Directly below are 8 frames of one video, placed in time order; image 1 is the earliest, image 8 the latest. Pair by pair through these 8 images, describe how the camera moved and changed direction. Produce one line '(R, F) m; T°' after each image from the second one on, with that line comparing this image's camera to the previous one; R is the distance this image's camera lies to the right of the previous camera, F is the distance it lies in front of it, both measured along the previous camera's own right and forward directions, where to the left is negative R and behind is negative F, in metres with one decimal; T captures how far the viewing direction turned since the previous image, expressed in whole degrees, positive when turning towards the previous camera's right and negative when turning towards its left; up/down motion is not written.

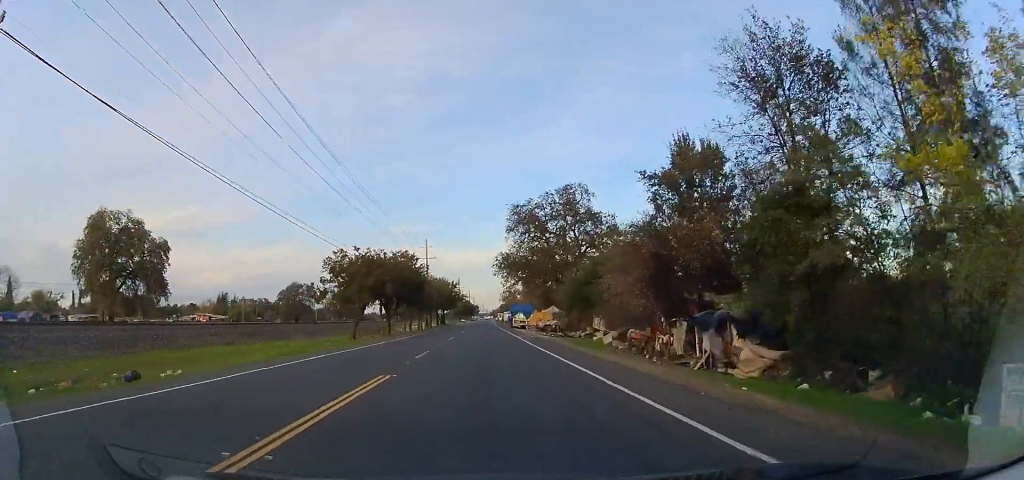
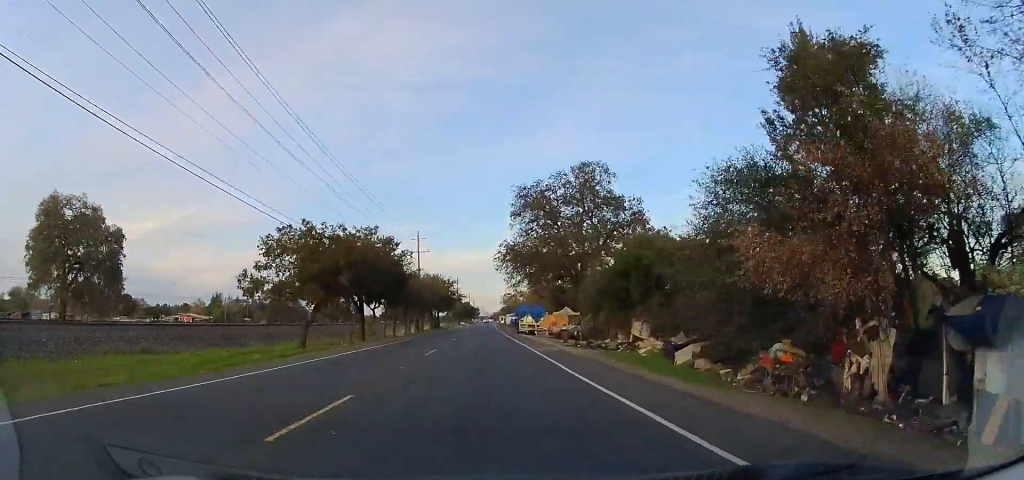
(+0.3, +12.1) m; +1°
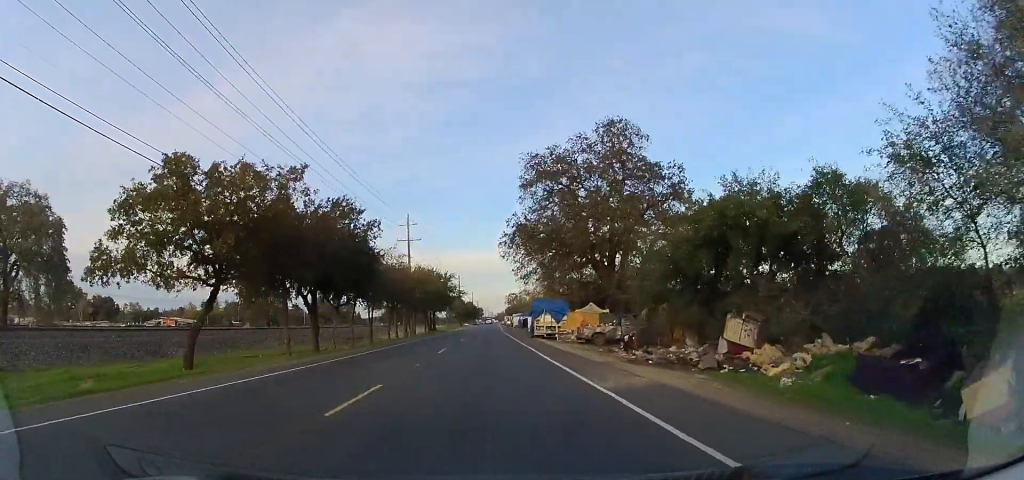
(0.0, +12.8) m; +1°
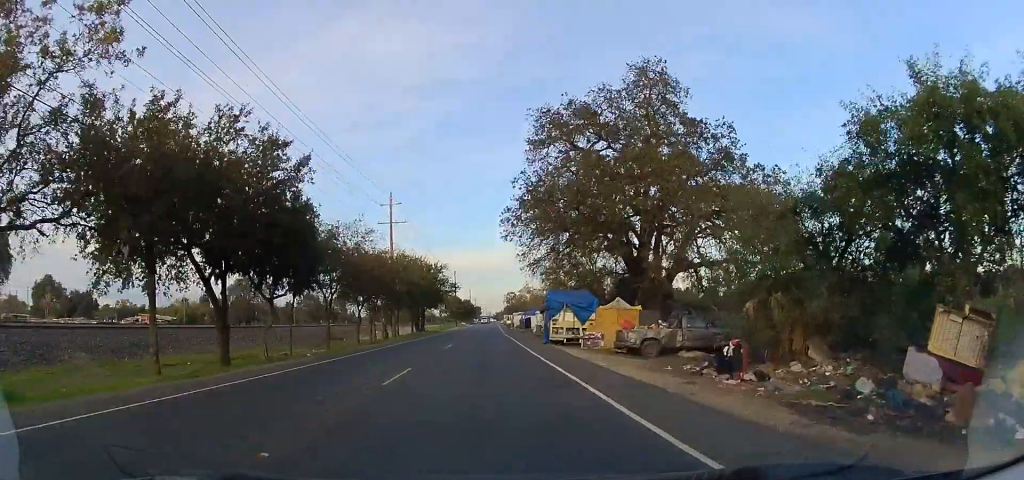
(+0.2, +11.2) m; +2°
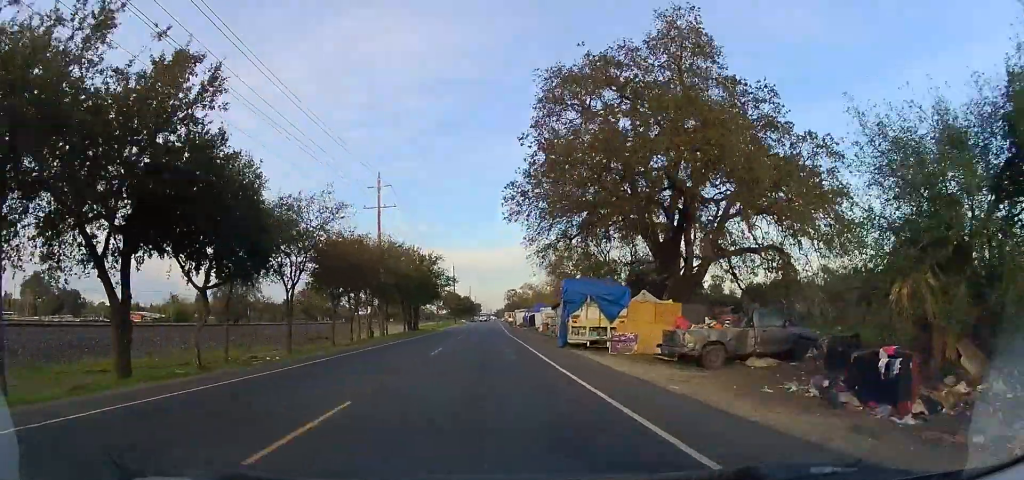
(+0.1, +6.6) m; 0°
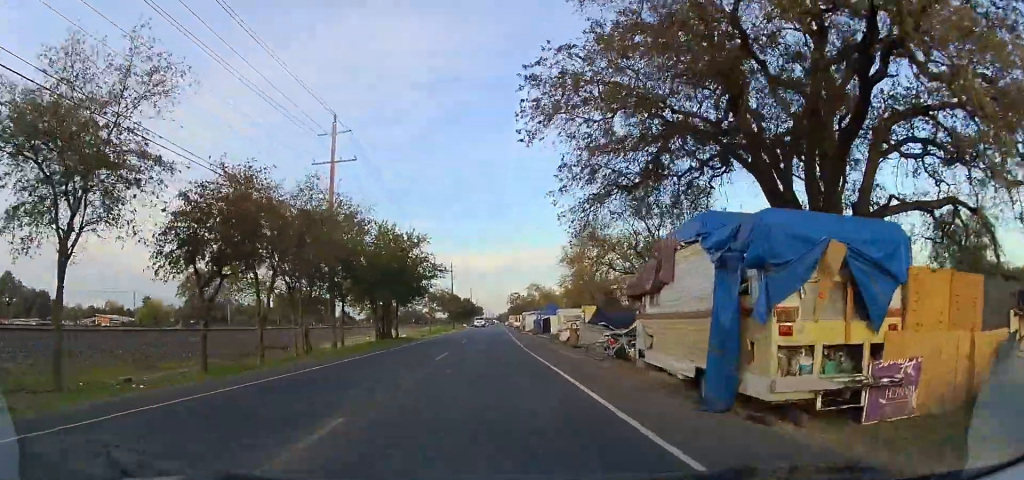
(-0.4, +15.8) m; -1°
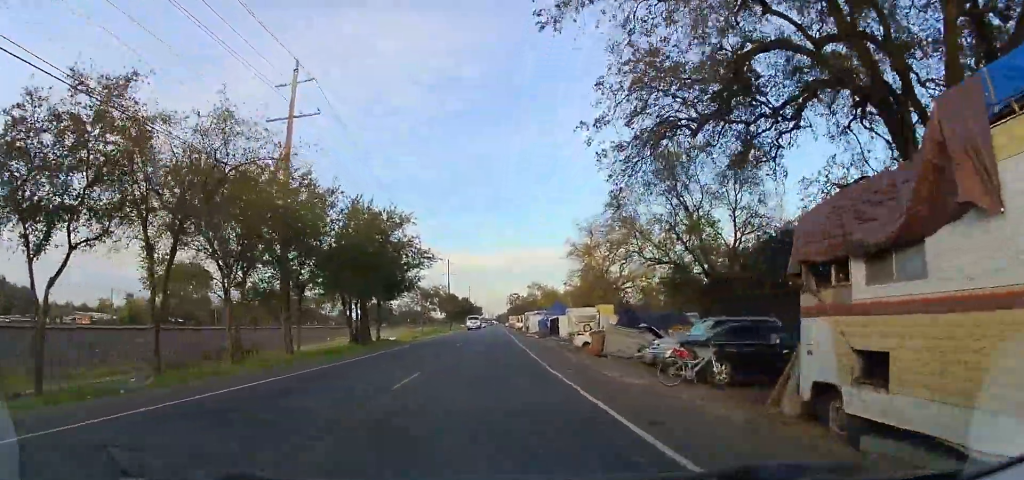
(+0.3, +7.6) m; +3°
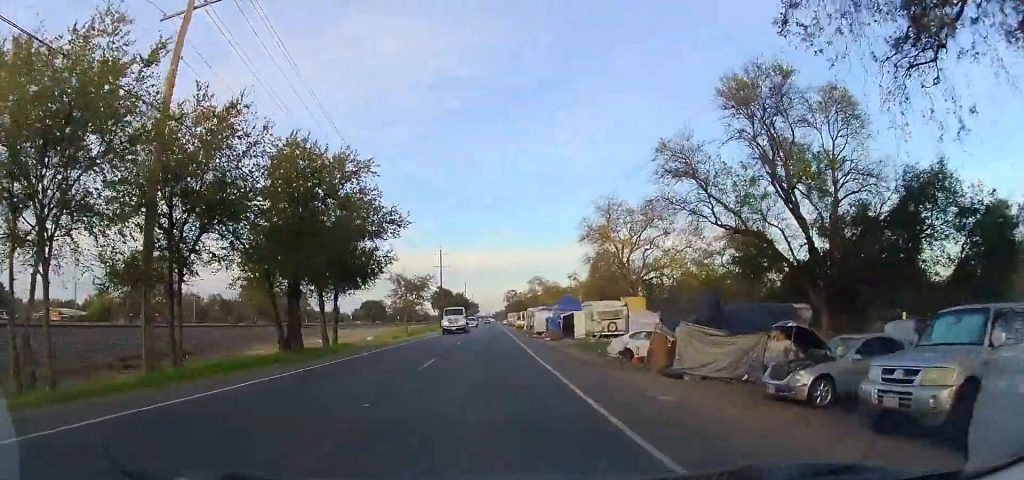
(+0.3, +10.5) m; -2°
